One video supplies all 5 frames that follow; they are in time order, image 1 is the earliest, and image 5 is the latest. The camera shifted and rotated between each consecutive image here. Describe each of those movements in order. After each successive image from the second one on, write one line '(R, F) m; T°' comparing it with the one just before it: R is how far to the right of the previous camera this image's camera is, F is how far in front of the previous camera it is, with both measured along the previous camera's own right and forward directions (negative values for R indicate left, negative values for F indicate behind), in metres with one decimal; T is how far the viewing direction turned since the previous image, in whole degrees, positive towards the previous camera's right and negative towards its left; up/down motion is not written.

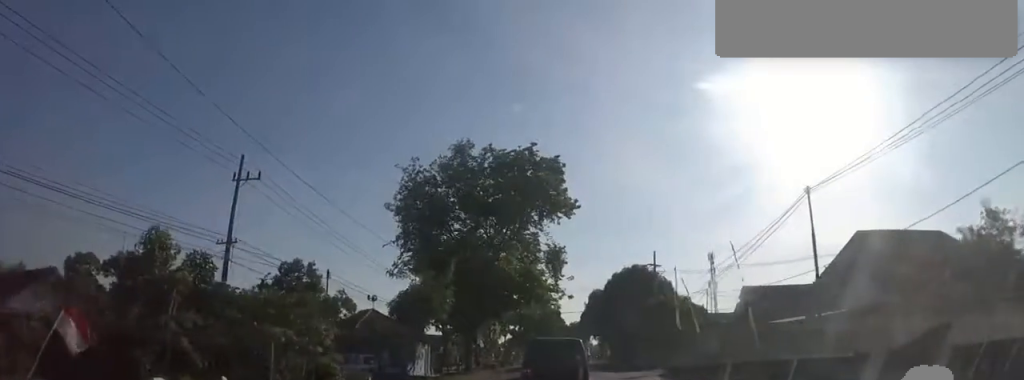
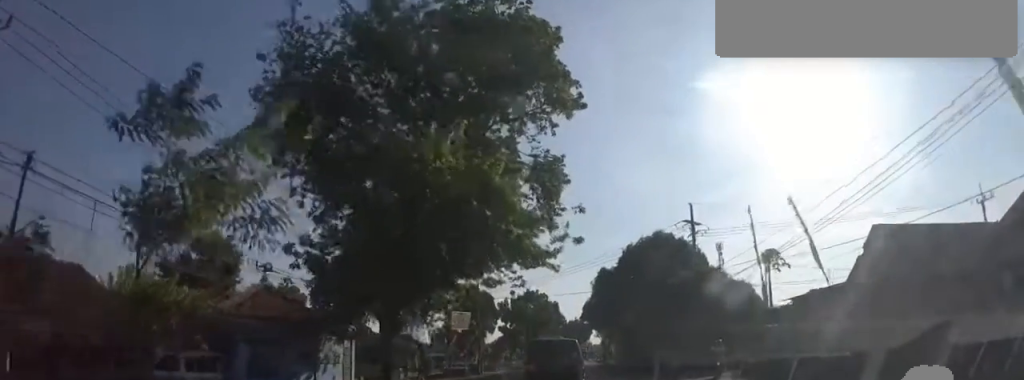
(-0.1, +14.7) m; +2°
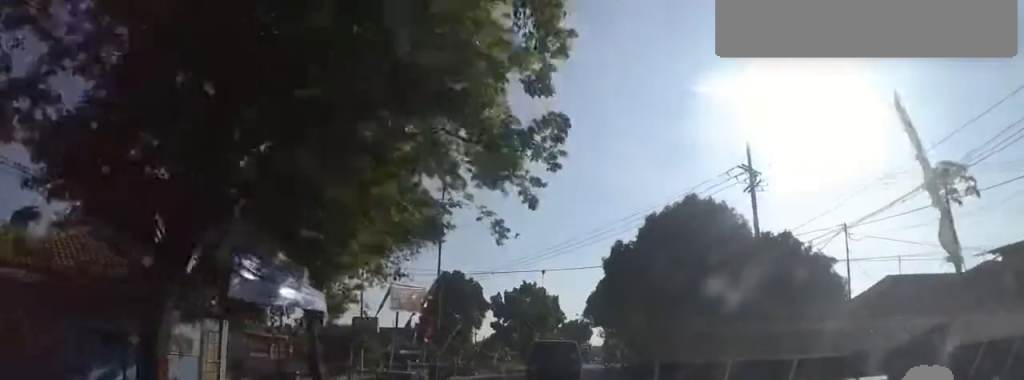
(+0.2, +10.1) m; +1°
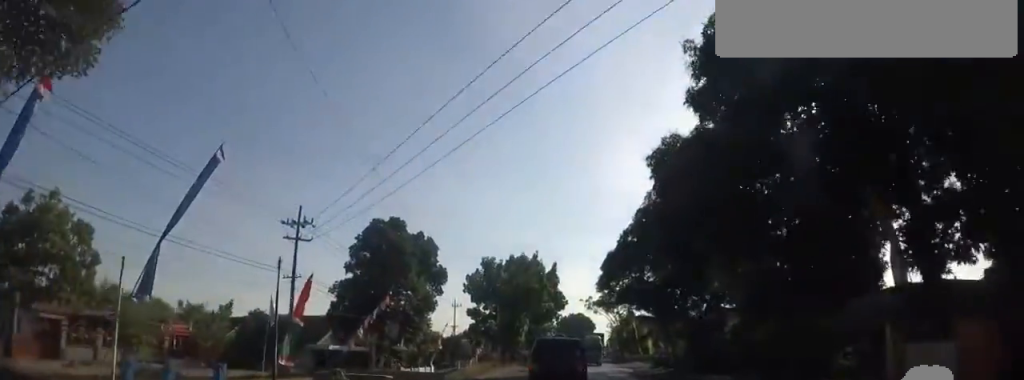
(-1.0, +19.9) m; -5°
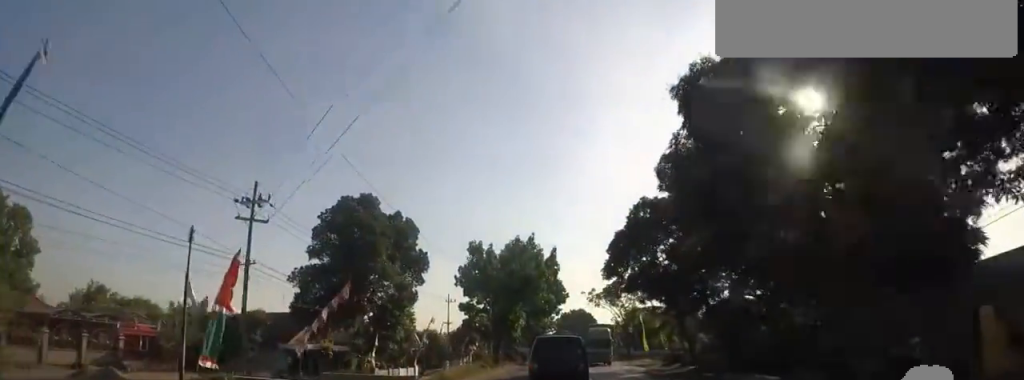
(+0.1, +4.8) m; +1°
